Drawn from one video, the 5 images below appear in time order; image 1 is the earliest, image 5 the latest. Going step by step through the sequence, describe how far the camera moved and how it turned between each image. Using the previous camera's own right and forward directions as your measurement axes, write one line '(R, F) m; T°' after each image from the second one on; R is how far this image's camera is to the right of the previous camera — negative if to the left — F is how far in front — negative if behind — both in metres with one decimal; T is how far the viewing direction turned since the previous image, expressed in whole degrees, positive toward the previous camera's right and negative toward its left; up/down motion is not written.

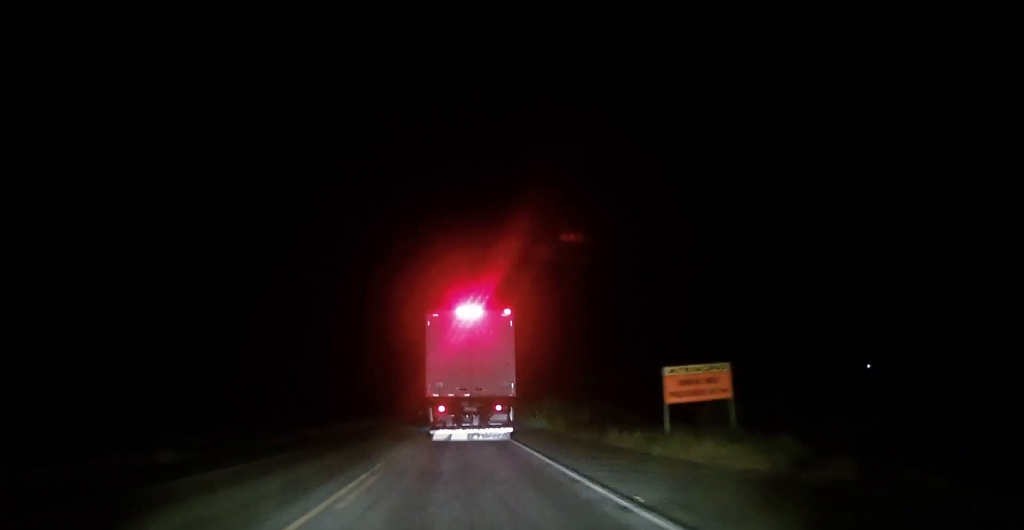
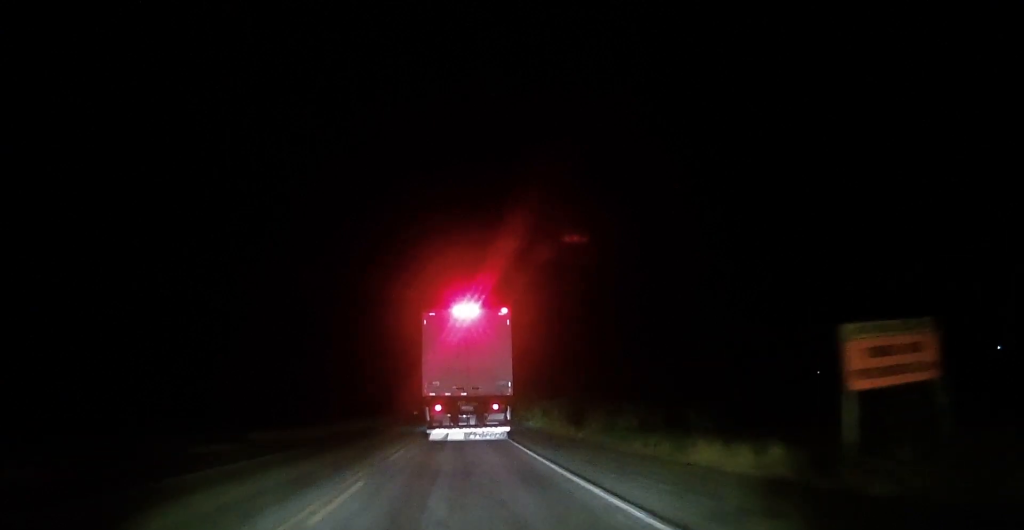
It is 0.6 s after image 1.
(-0.3, +9.3) m; -1°
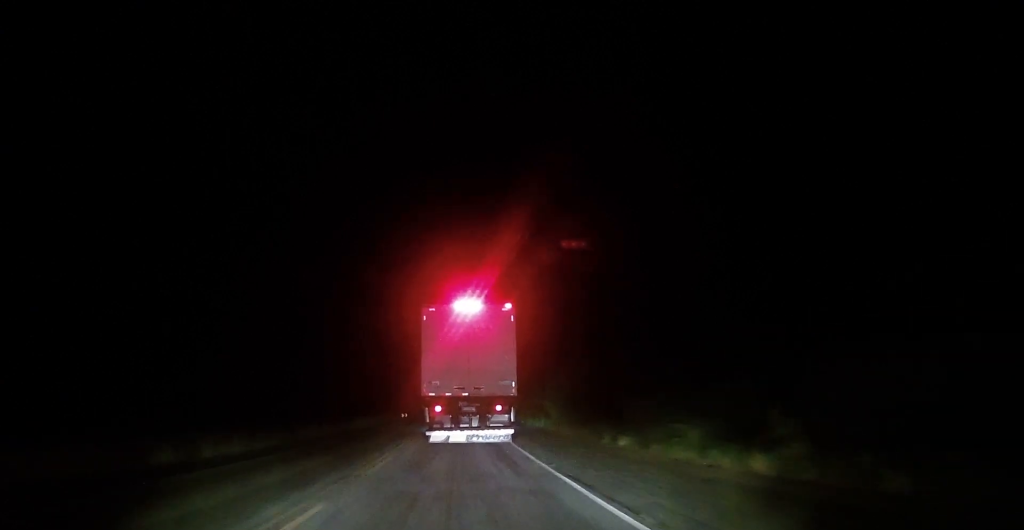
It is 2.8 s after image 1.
(-0.3, +34.7) m; 0°
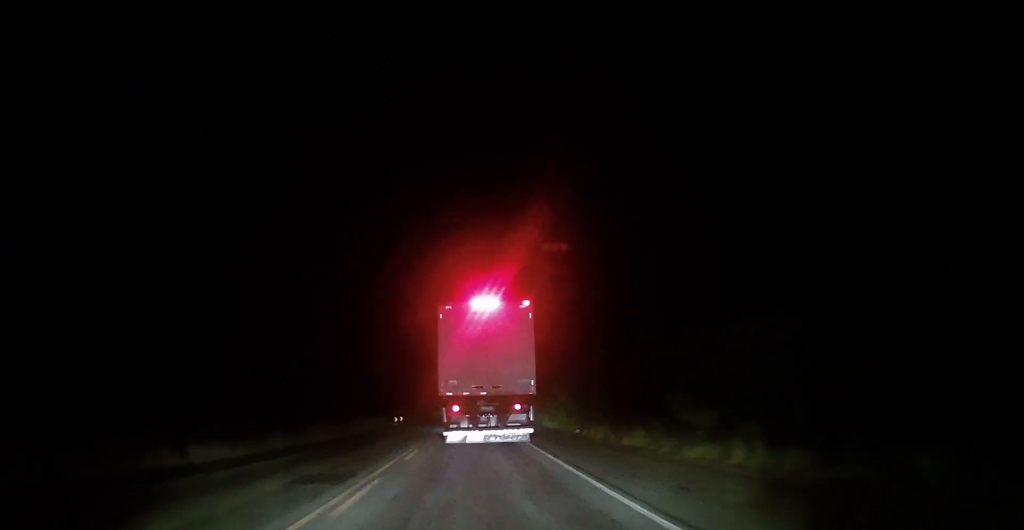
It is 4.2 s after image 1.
(0.0, +21.3) m; 0°
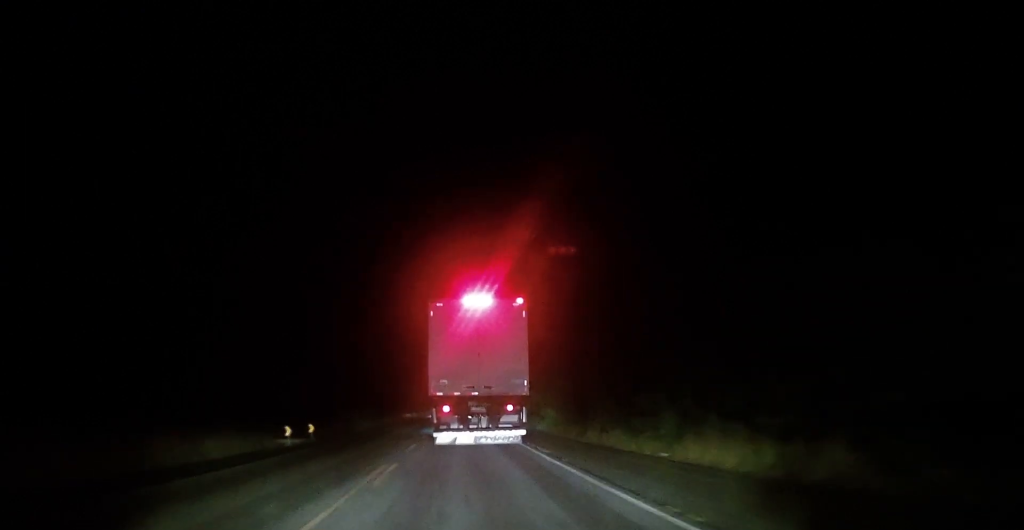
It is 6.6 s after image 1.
(0.0, +37.3) m; 0°
